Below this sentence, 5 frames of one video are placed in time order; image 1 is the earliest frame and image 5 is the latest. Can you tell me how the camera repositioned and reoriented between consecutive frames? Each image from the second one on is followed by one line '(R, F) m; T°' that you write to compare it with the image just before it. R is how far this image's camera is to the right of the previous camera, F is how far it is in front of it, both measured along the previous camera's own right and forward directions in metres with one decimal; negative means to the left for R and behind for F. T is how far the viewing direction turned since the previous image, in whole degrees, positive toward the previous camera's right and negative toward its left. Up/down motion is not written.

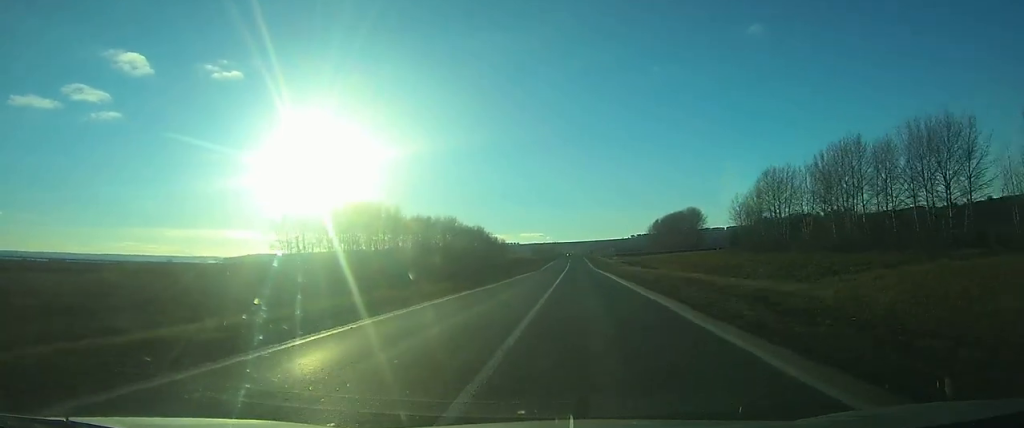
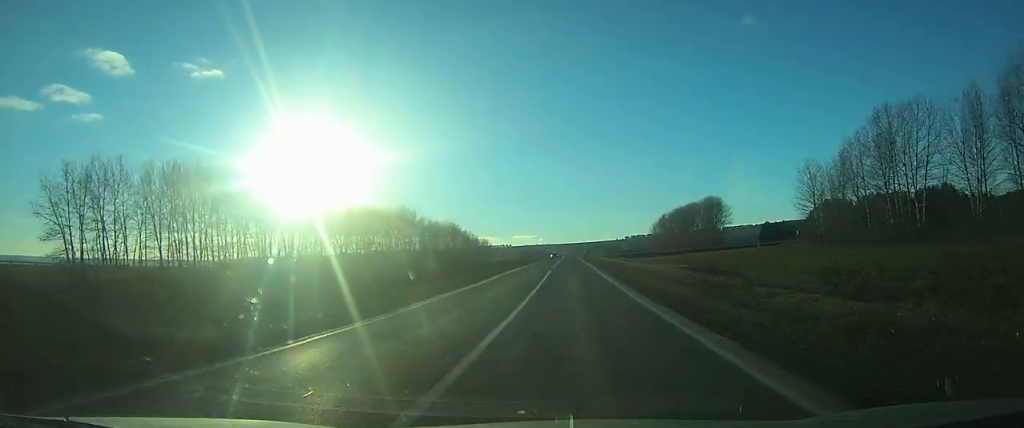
(+0.1, +59.5) m; 0°
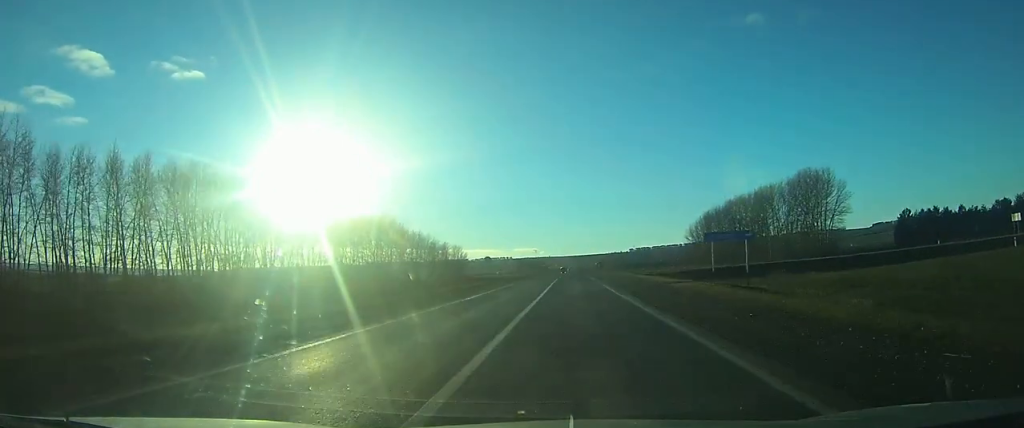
(0.0, +105.2) m; 0°
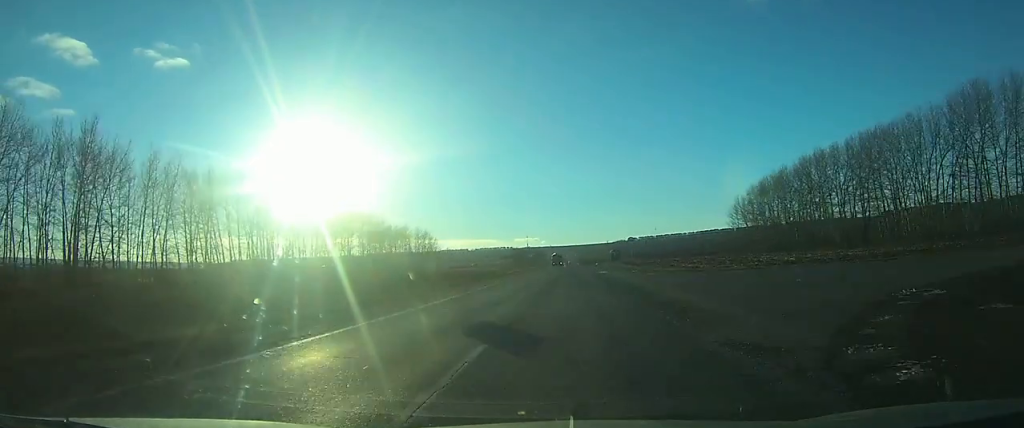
(+0.3, +72.3) m; +1°
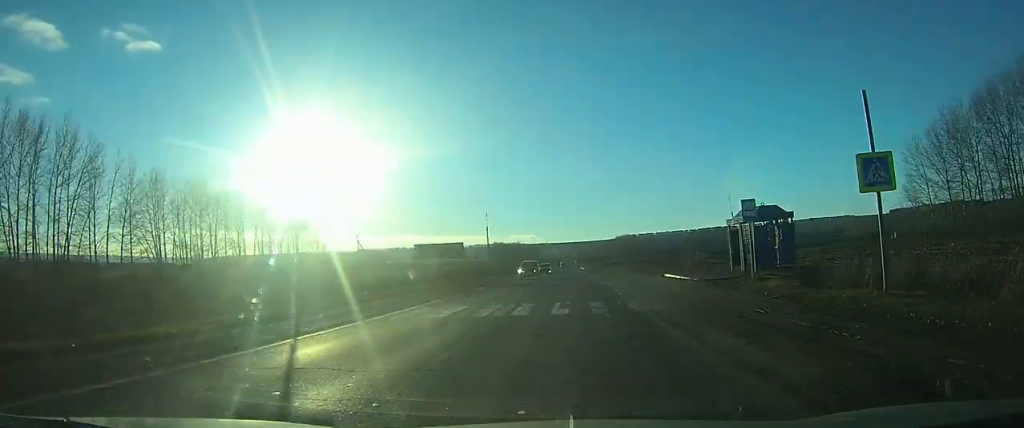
(+0.4, +109.5) m; 0°
